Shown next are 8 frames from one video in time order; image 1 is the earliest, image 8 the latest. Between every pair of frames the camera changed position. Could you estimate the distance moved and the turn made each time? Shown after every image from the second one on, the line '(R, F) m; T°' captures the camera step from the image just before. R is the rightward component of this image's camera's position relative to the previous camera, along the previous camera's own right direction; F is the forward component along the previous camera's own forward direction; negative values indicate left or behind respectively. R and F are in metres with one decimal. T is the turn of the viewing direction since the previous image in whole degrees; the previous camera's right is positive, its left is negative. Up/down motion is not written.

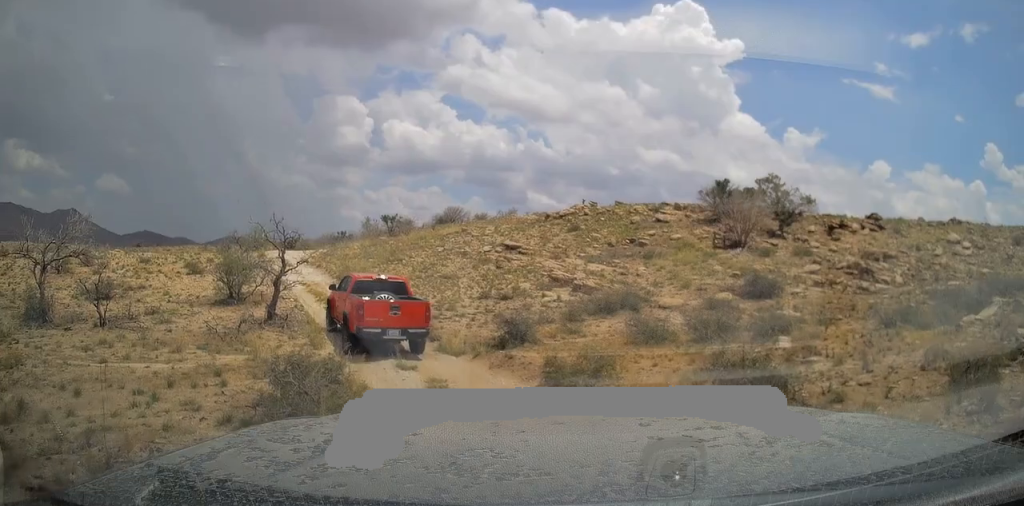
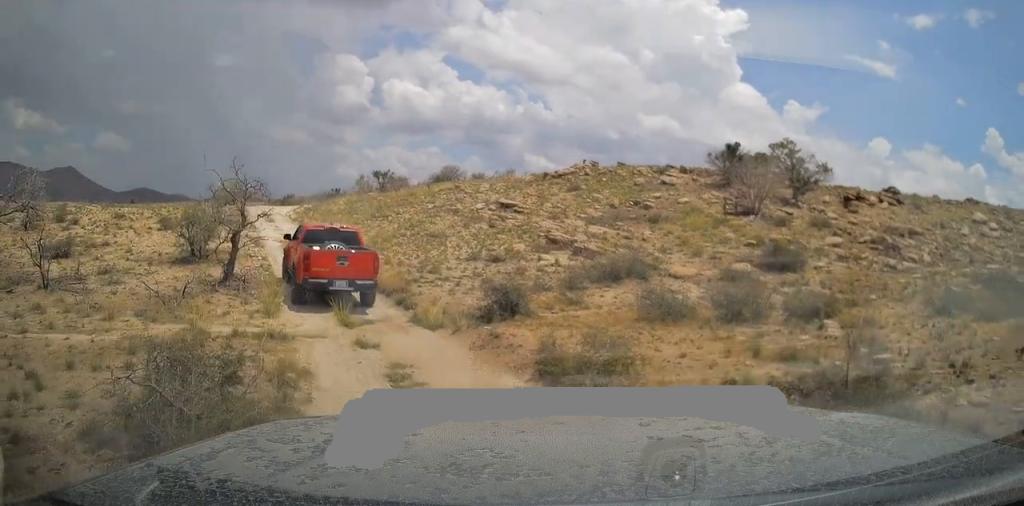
(+0.2, +2.5) m; +1°
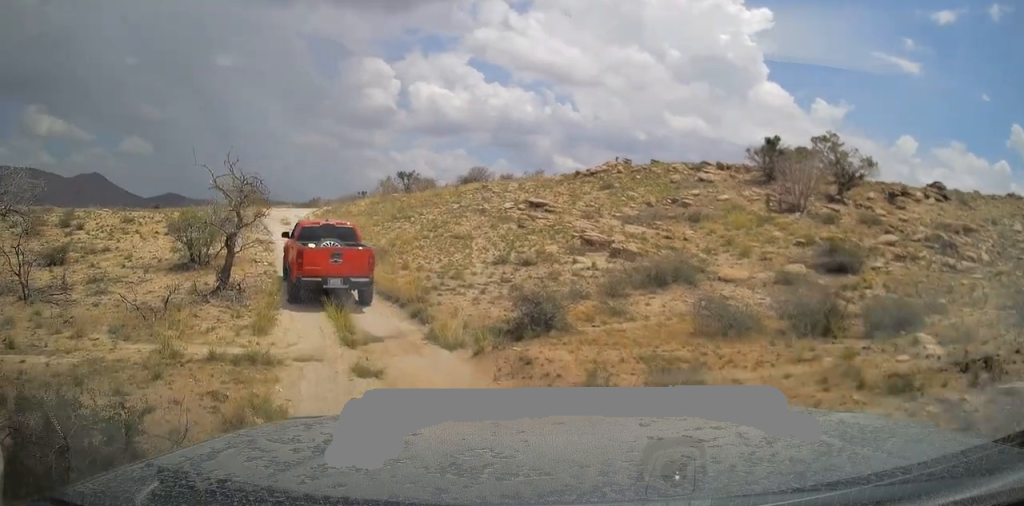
(0.0, +2.0) m; -5°
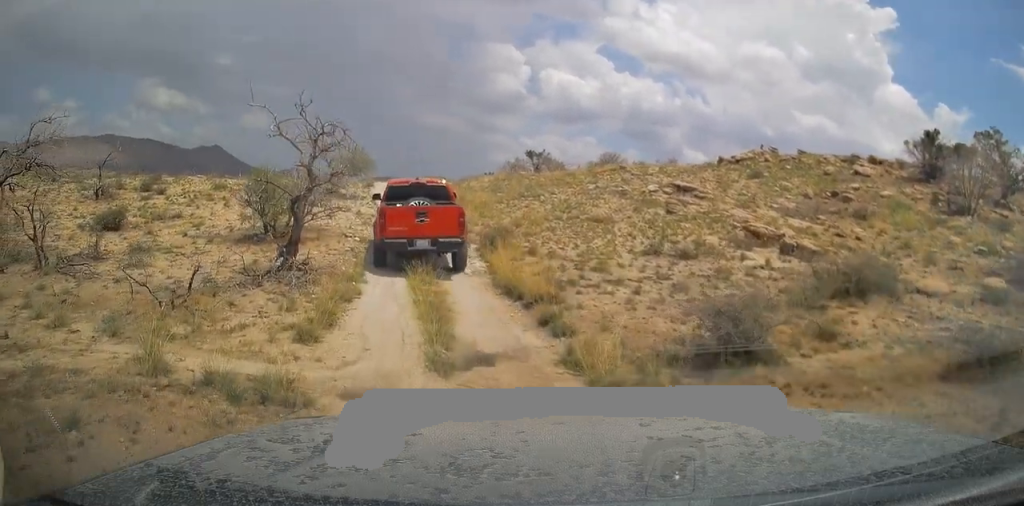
(-0.3, +3.6) m; -13°
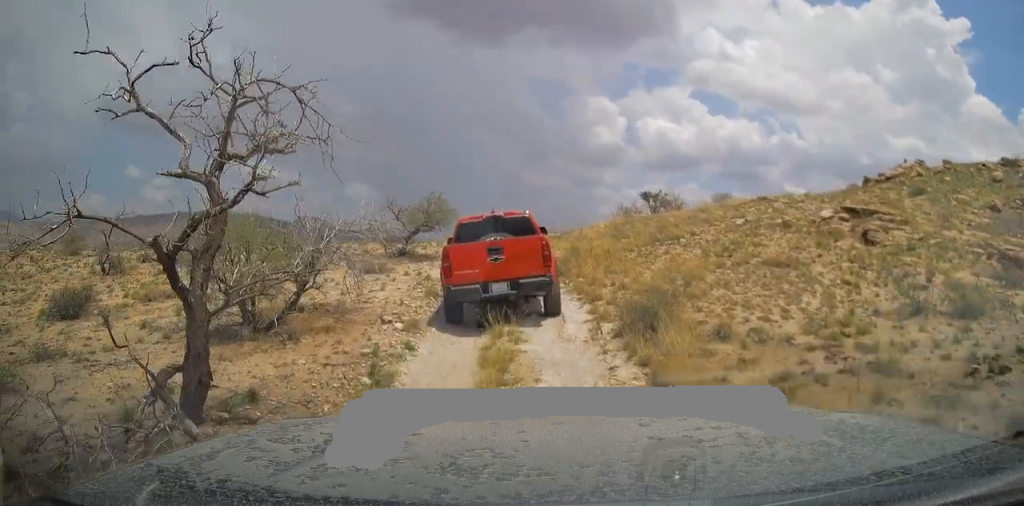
(-0.9, +6.5) m; -8°
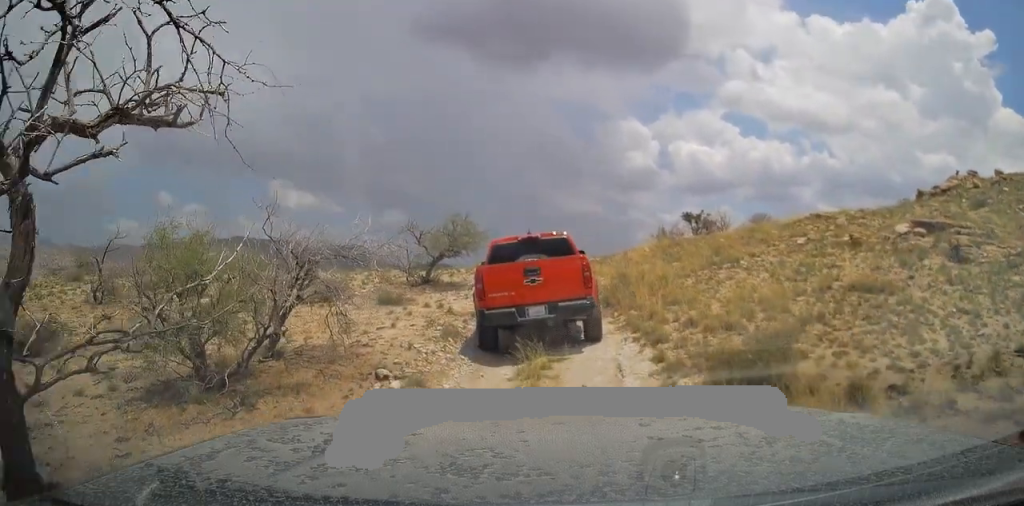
(0.0, +2.5) m; +2°
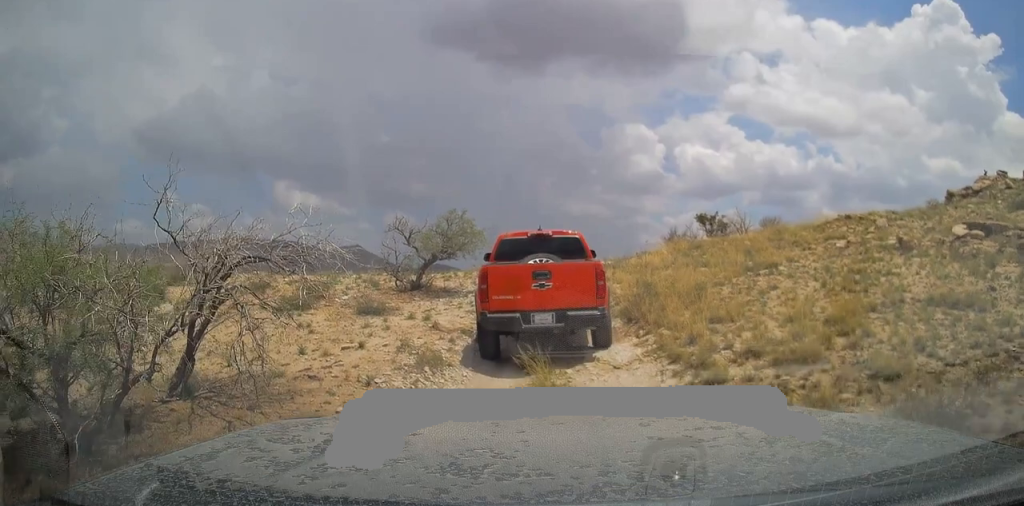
(+0.1, +2.5) m; -1°
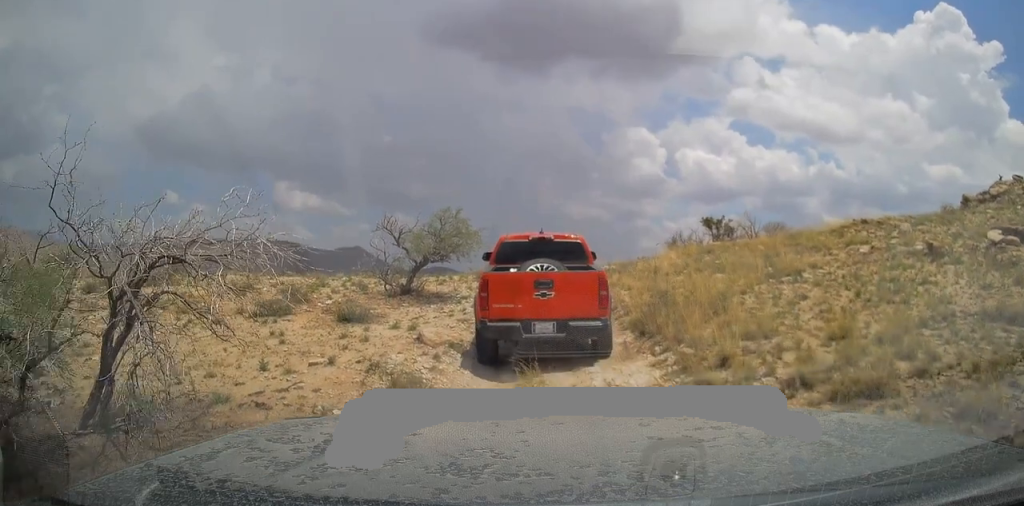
(+0.1, +1.6) m; -2°
